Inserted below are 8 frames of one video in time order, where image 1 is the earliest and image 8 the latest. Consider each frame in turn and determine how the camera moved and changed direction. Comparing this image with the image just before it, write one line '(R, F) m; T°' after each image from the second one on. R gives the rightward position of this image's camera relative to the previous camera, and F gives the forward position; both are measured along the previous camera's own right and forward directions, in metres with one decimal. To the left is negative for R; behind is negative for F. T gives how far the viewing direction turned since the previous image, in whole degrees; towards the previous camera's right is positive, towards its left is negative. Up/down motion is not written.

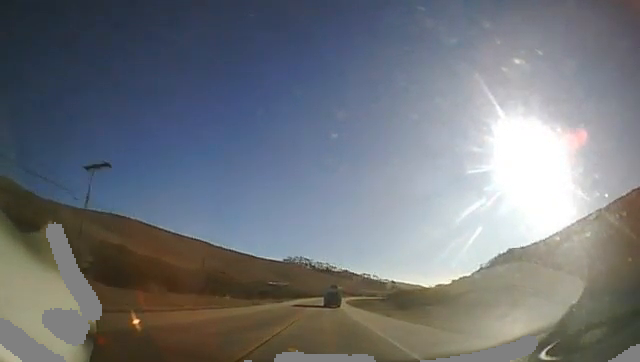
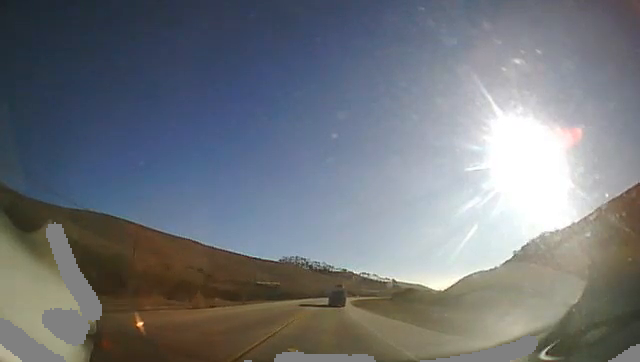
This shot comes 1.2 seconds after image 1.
(+0.3, +27.4) m; +1°
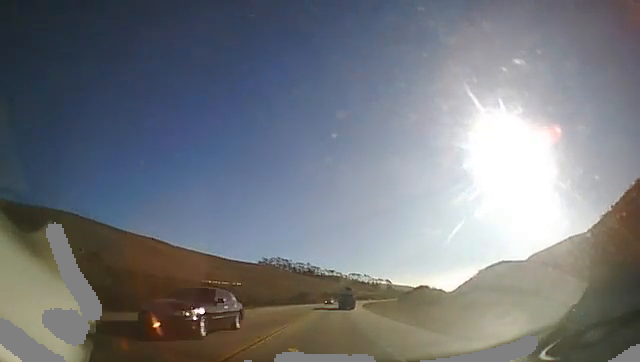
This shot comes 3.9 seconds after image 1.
(+0.4, +54.4) m; +1°
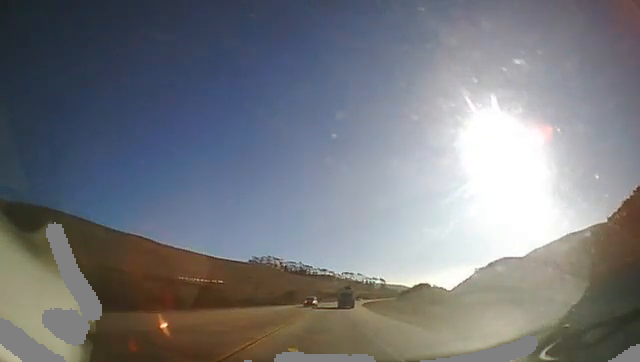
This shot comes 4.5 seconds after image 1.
(+0.1, +12.5) m; +1°
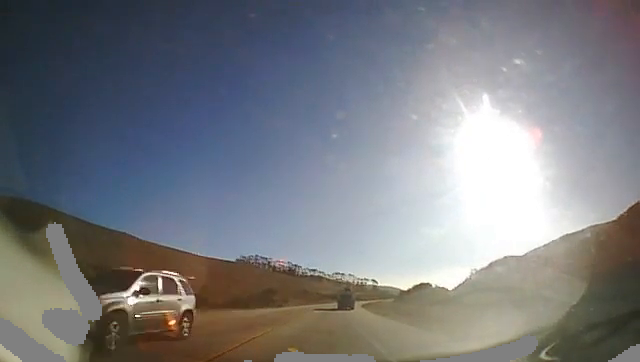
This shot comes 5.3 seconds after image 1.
(+0.2, +17.5) m; +2°
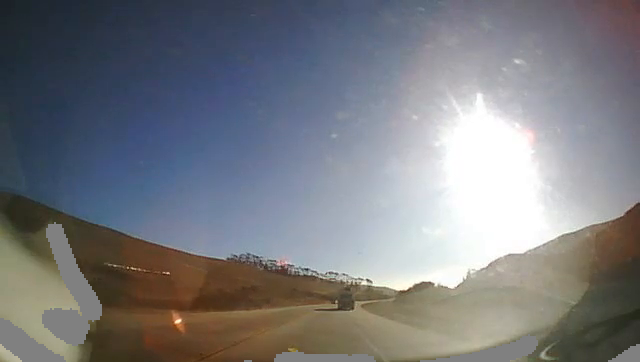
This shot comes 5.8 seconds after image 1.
(+0.1, +12.2) m; +1°
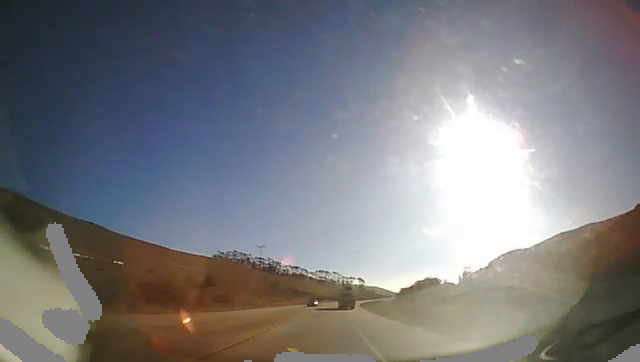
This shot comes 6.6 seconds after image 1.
(+0.4, +19.0) m; +2°
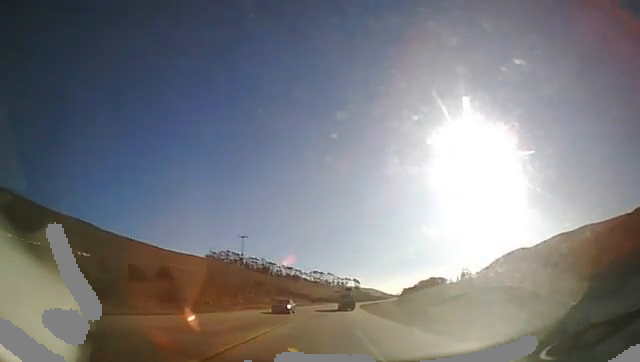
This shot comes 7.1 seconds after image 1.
(0.0, +11.2) m; +1°
